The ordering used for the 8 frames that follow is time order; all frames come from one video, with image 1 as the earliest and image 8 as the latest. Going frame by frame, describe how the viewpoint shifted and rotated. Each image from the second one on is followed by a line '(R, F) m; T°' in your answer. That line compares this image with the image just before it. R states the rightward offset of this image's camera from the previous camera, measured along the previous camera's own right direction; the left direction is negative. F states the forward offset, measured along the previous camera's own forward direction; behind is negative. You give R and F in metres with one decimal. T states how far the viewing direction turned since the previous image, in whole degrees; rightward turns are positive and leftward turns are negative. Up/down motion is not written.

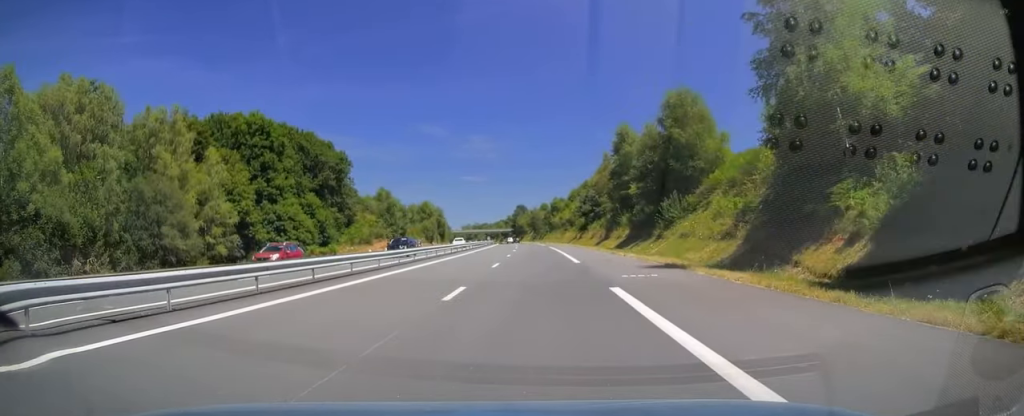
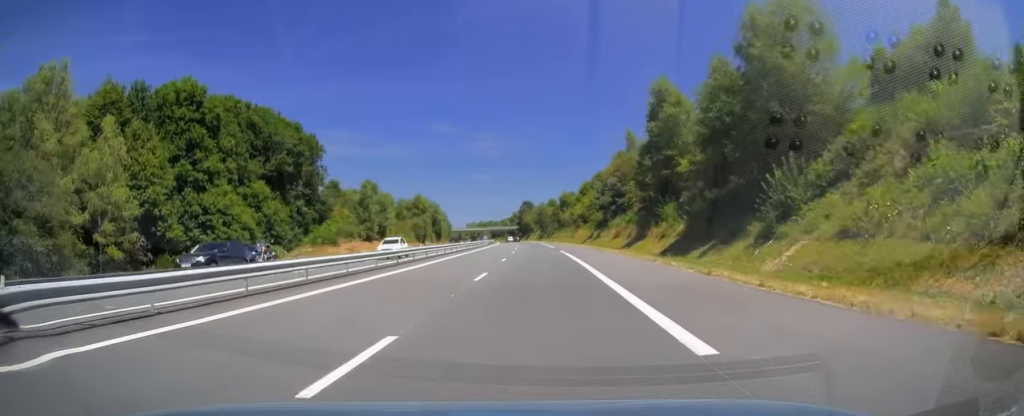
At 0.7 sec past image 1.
(0.0, +20.7) m; 0°
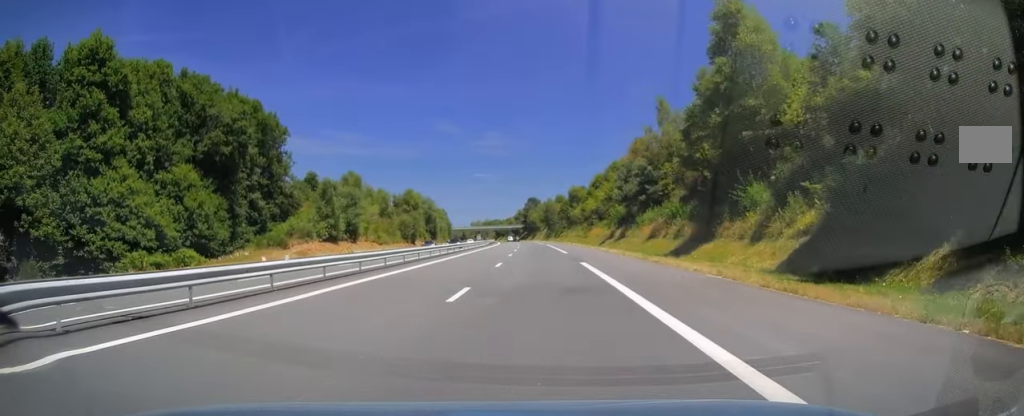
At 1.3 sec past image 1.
(-0.1, +18.7) m; -1°
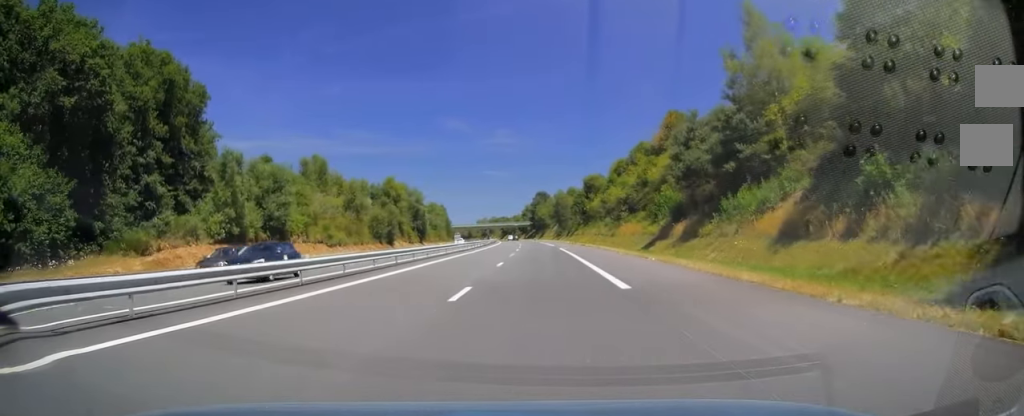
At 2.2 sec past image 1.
(-0.4, +26.2) m; -1°
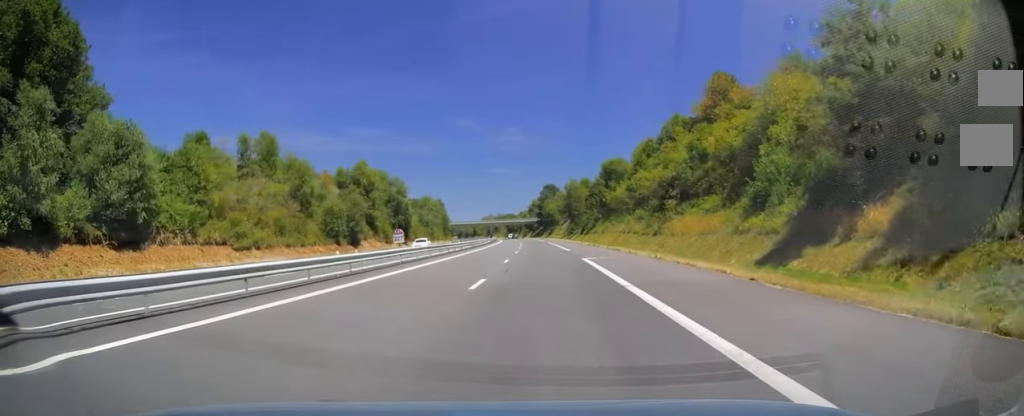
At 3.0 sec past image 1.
(-0.3, +23.7) m; -1°
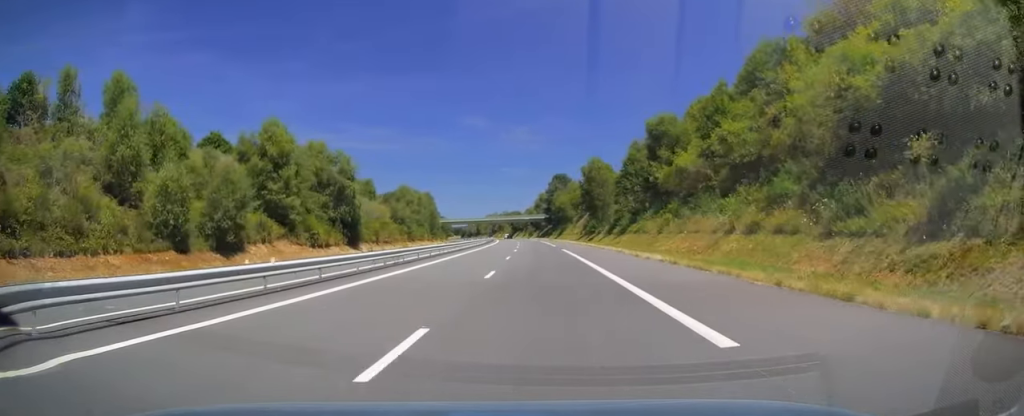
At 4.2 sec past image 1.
(-0.1, +35.1) m; -1°
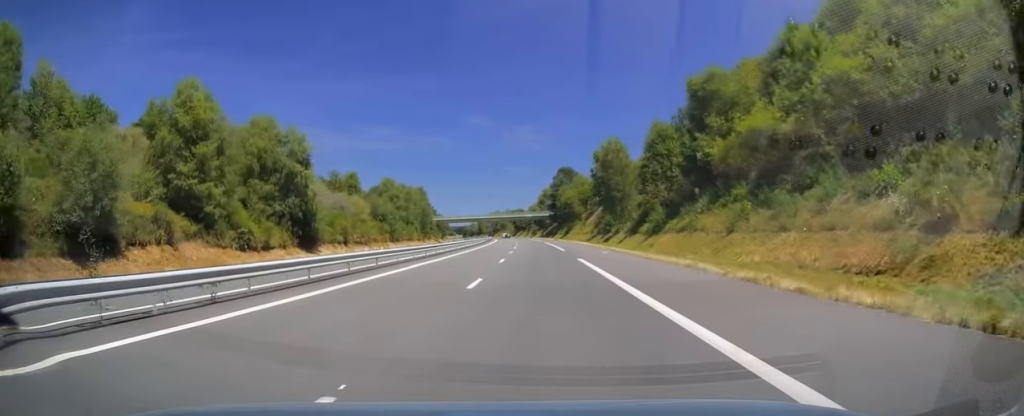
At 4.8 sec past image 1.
(-0.1, +16.8) m; 0°
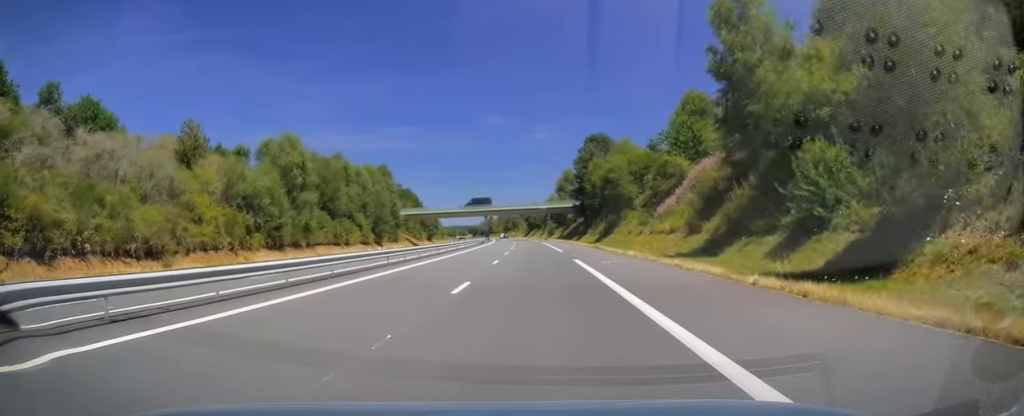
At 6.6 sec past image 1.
(-0.3, +53.4) m; -1°
